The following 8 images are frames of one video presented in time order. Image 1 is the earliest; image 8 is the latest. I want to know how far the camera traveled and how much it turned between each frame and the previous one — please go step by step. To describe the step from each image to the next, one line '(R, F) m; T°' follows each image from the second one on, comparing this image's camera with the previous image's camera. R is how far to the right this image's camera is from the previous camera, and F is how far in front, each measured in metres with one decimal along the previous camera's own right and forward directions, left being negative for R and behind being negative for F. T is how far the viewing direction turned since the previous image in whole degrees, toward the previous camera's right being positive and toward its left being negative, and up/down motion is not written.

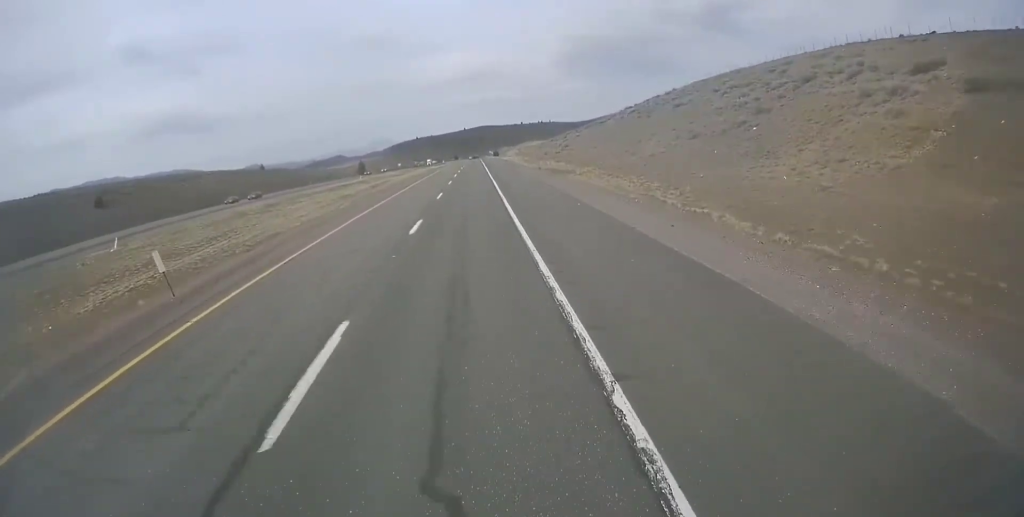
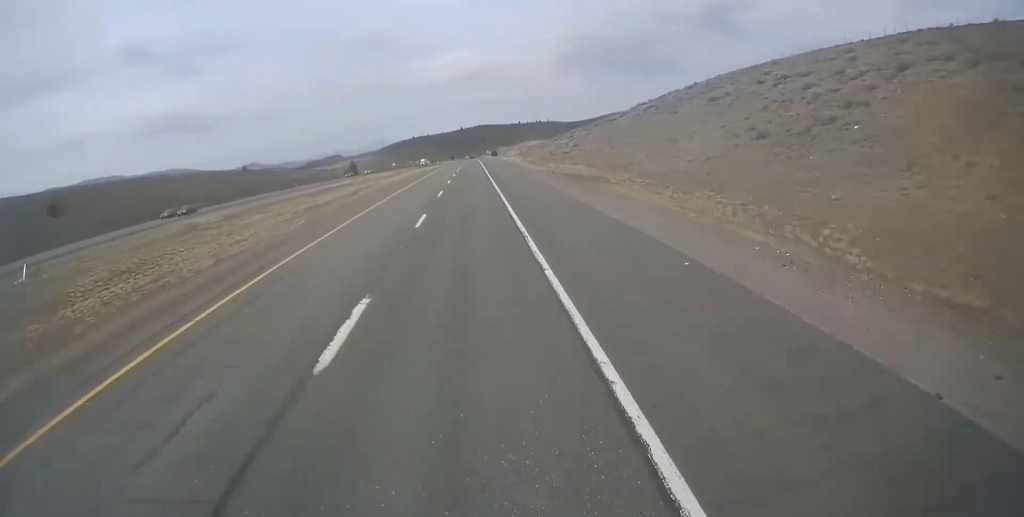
(-0.2, +12.3) m; 0°
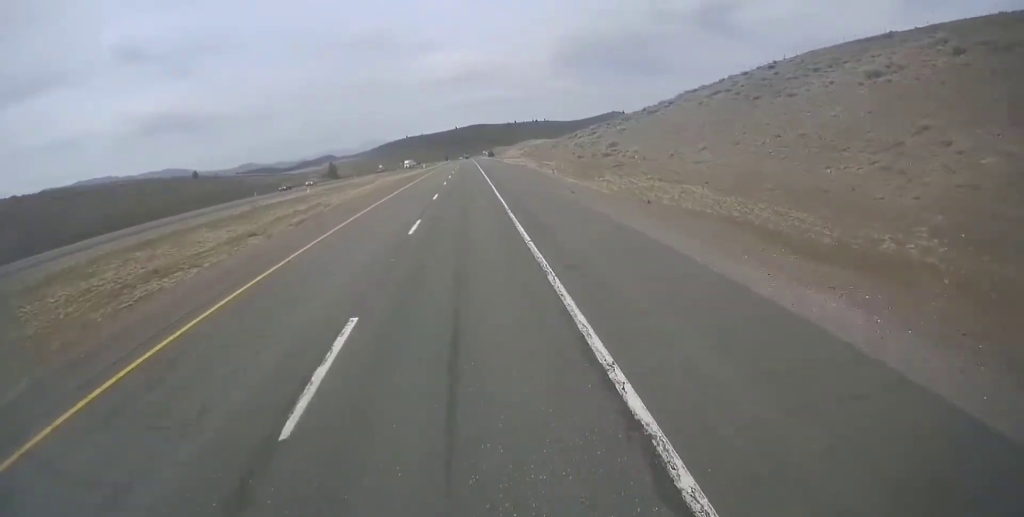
(+0.4, +32.2) m; 0°
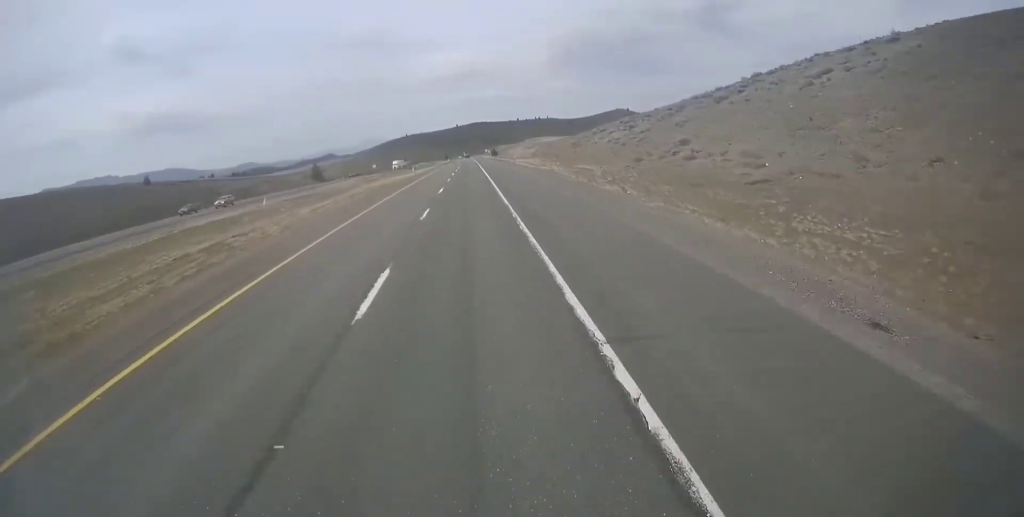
(-0.4, +25.4) m; 0°
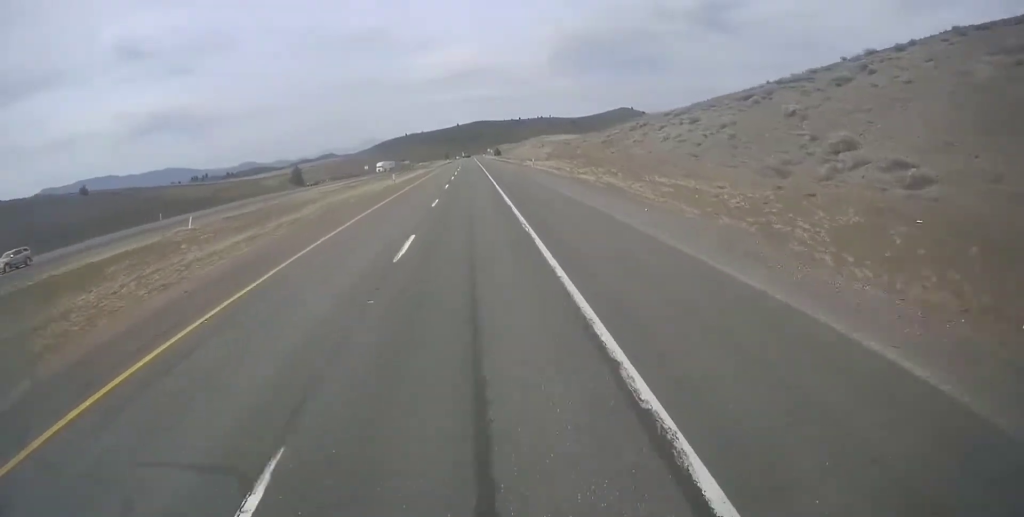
(+0.5, +24.3) m; +1°
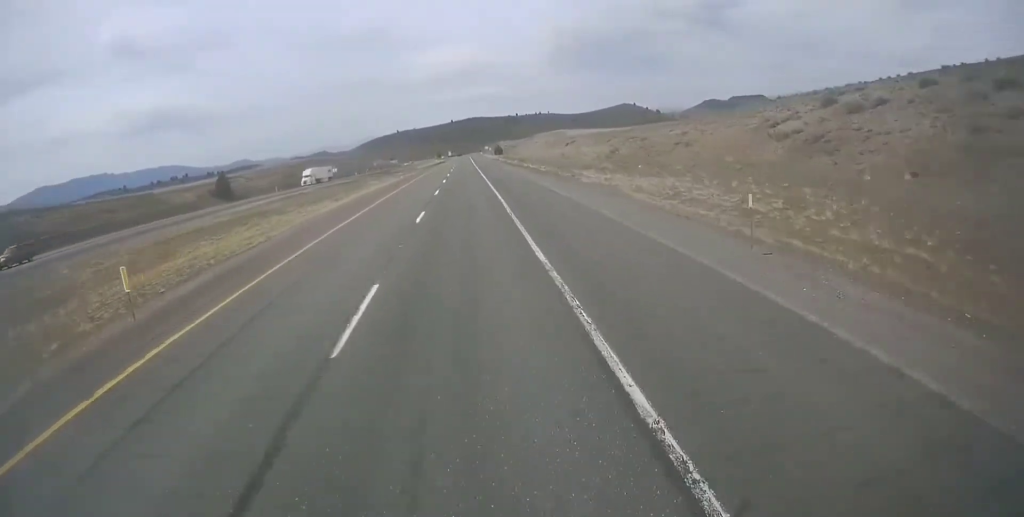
(+0.3, +51.6) m; 0°
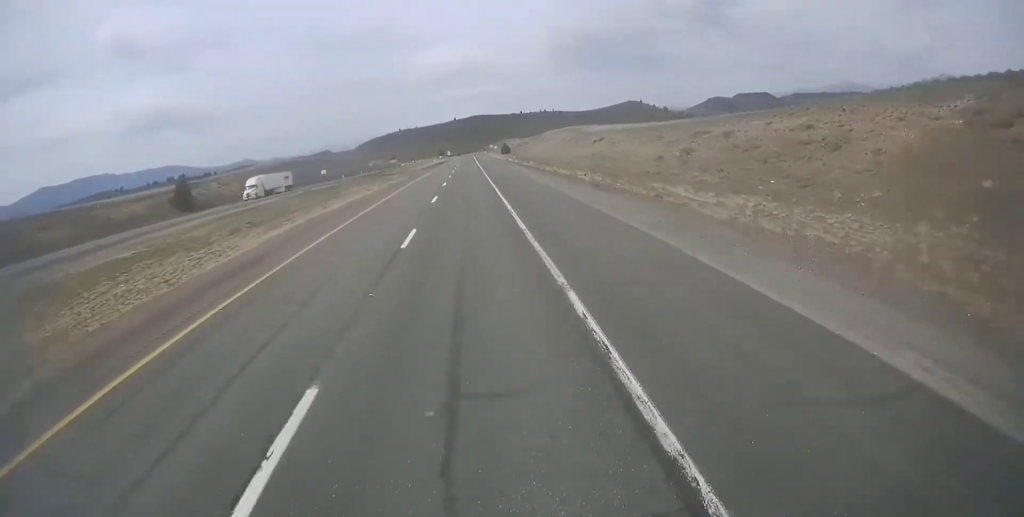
(0.0, +20.8) m; -1°
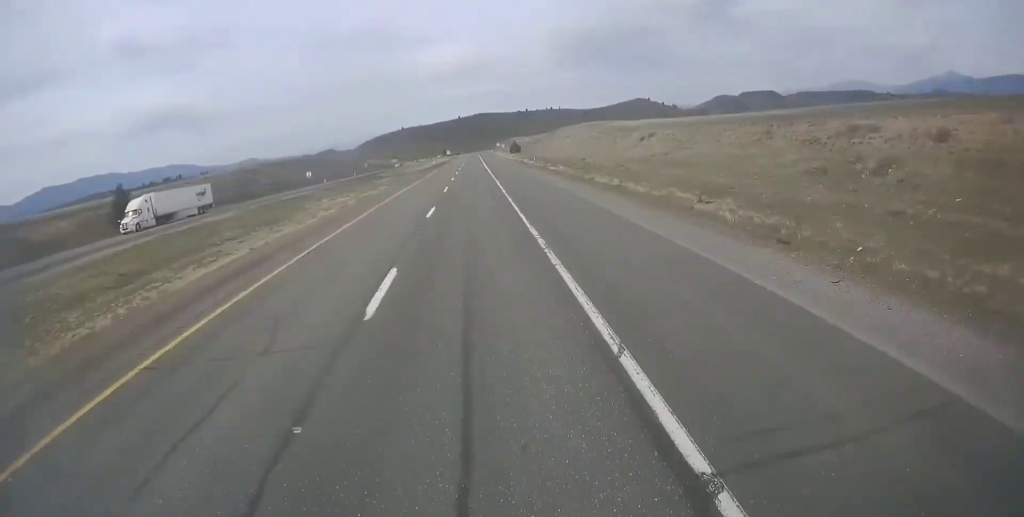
(-0.4, +22.8) m; -1°
